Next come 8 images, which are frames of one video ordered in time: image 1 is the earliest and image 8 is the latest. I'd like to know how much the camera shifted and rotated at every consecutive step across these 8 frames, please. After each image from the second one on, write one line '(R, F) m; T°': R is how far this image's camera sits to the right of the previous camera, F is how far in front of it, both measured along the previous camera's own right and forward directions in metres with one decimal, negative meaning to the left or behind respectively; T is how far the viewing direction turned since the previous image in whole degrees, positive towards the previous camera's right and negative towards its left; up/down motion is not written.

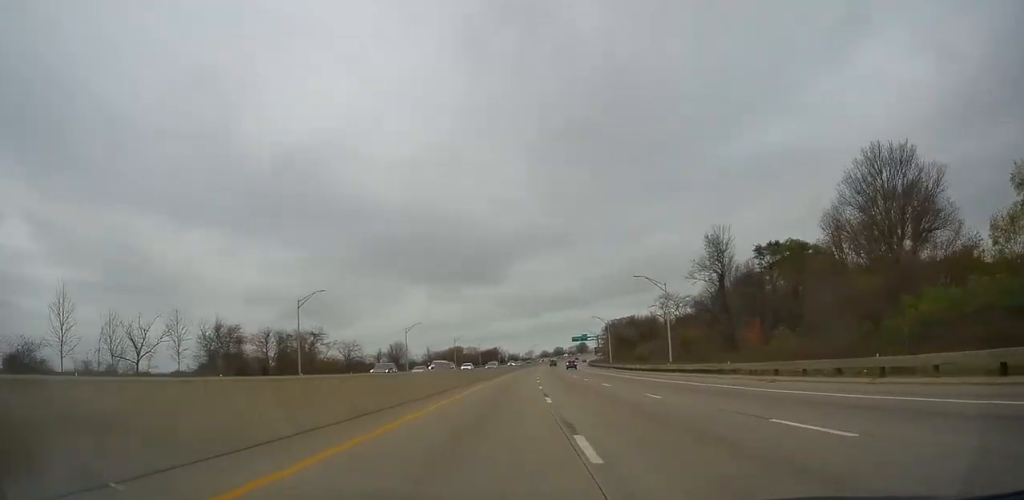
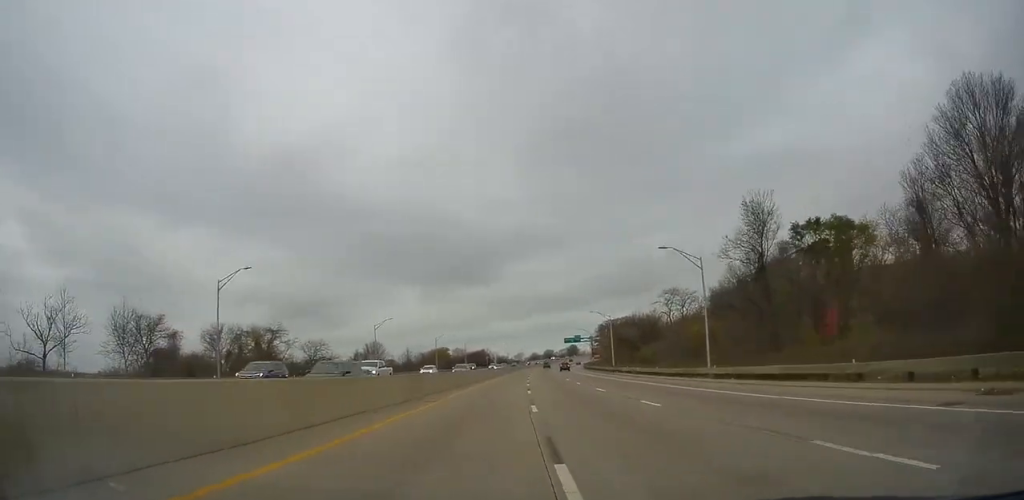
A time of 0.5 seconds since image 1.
(0.0, +14.6) m; 0°
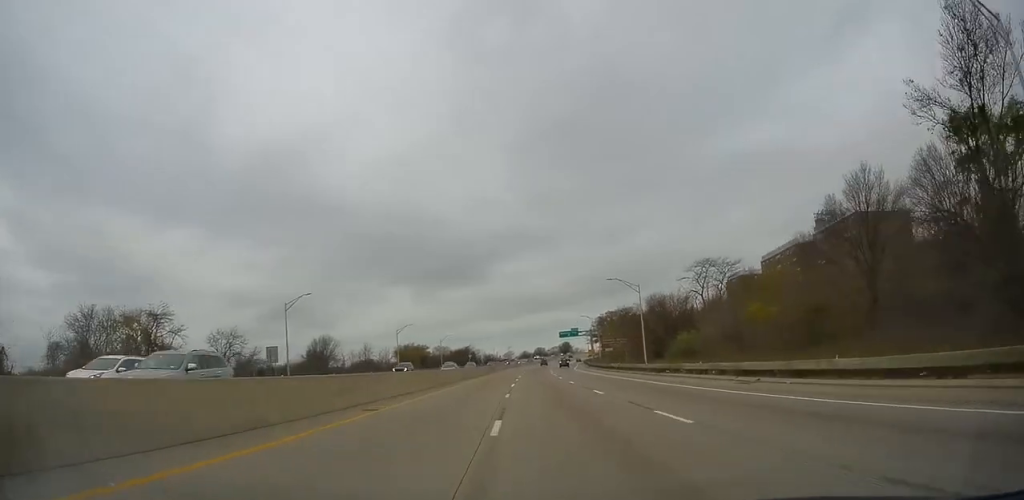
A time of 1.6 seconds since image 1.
(+0.3, +30.6) m; +2°
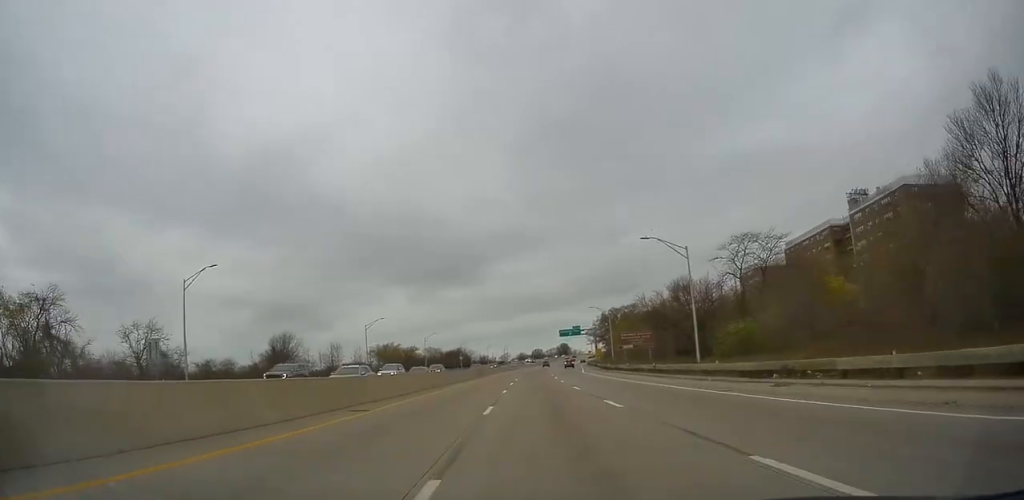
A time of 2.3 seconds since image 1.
(+0.2, +18.7) m; +1°
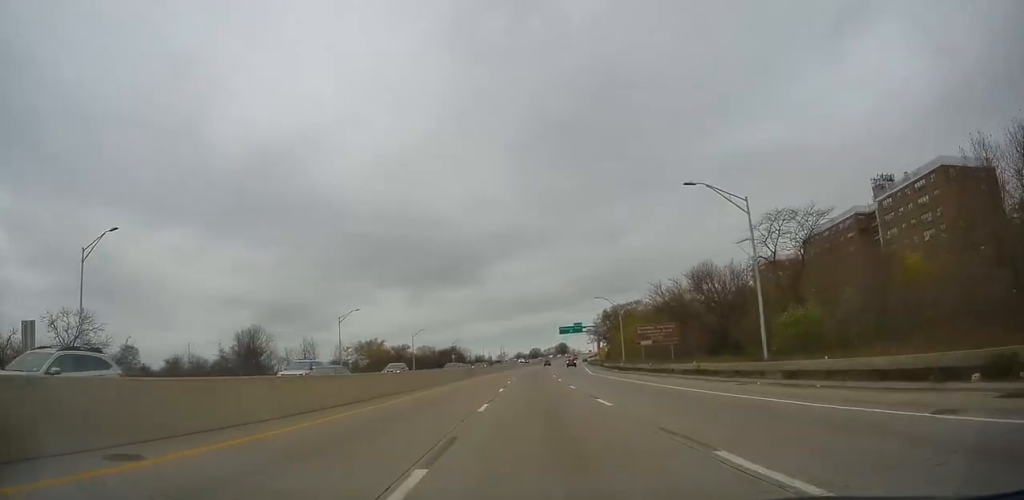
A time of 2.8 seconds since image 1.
(+0.1, +11.5) m; +1°
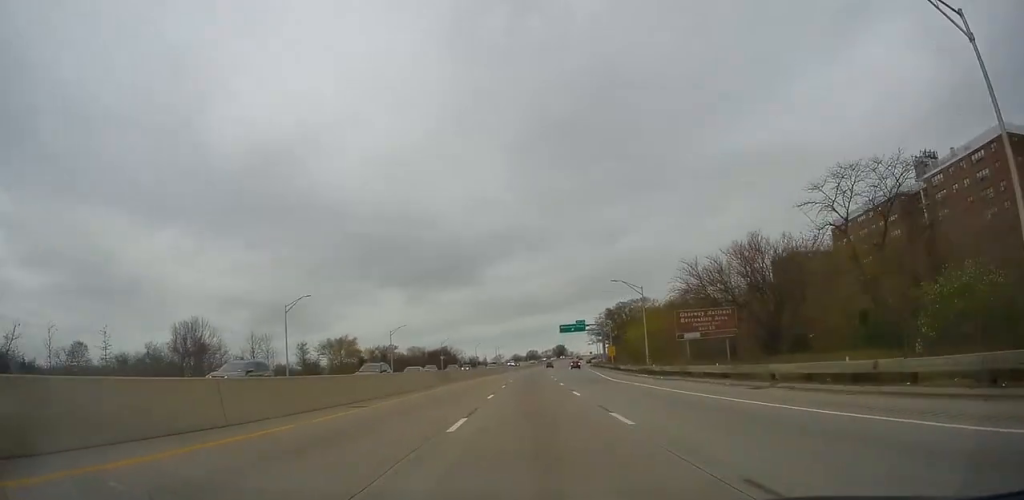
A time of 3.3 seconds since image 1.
(+0.1, +16.5) m; +1°
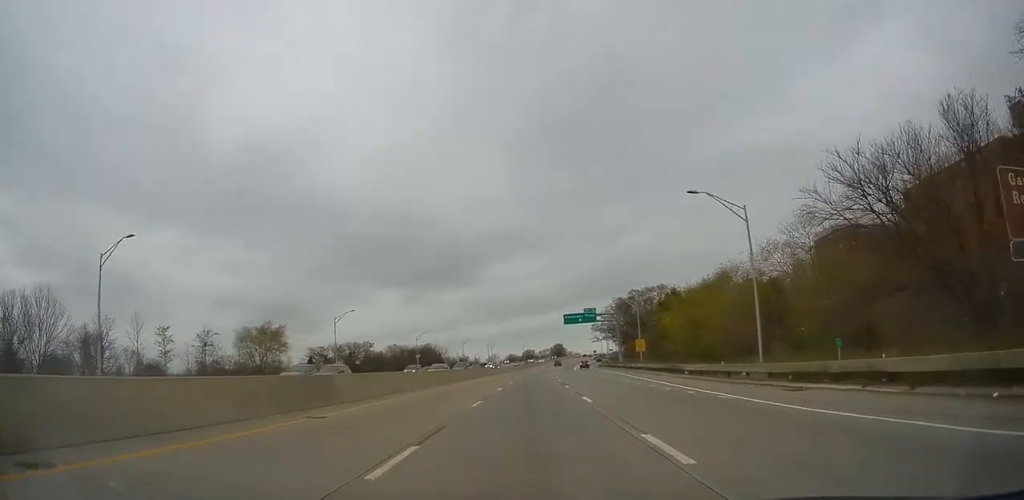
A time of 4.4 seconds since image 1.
(+0.3, +29.3) m; +1°
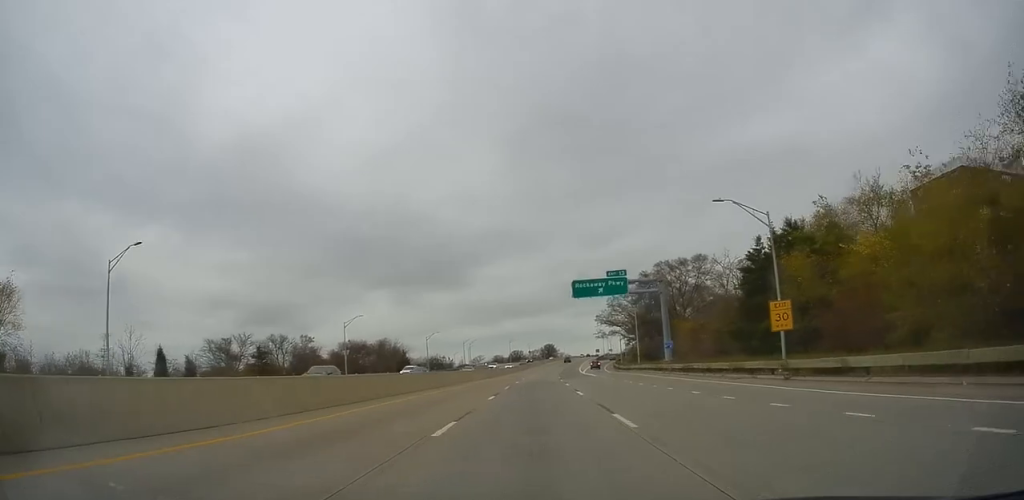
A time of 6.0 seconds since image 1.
(+0.5, +44.5) m; +1°
